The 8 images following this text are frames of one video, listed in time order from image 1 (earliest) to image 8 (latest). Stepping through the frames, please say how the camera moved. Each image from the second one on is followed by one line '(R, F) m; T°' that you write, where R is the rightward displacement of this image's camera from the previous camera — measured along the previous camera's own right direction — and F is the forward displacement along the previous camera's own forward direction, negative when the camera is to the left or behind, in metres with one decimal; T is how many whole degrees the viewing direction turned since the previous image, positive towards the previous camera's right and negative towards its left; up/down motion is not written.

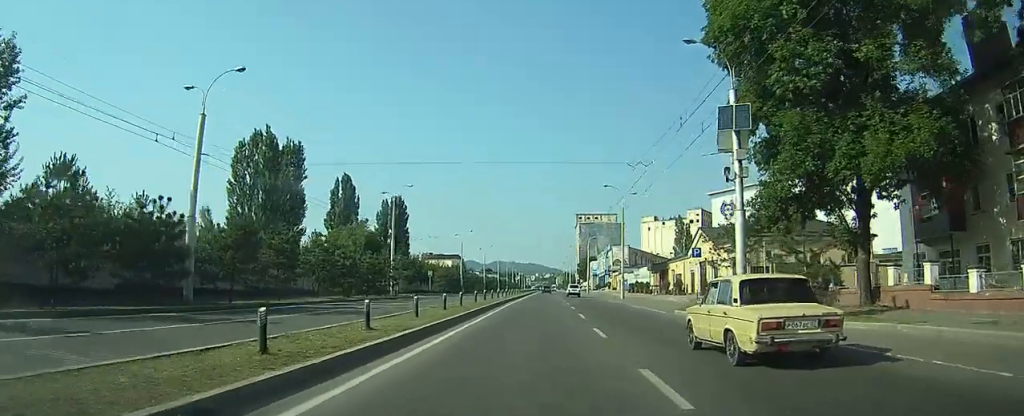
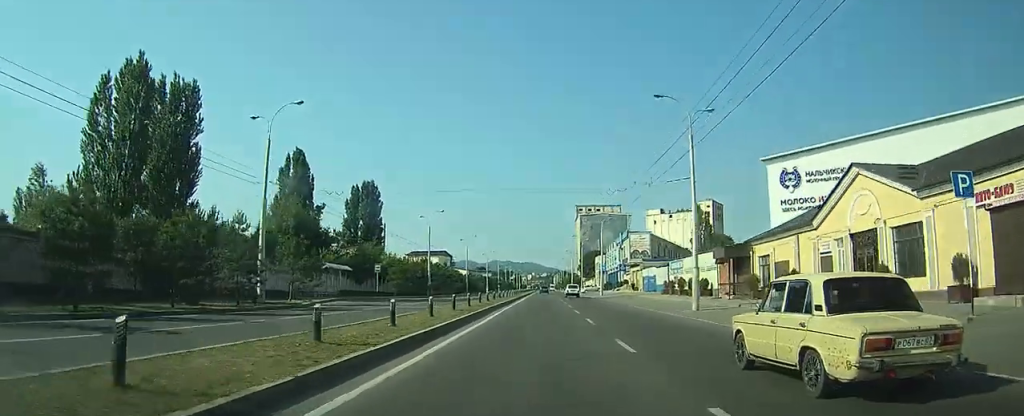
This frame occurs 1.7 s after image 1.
(+0.2, +28.8) m; +1°
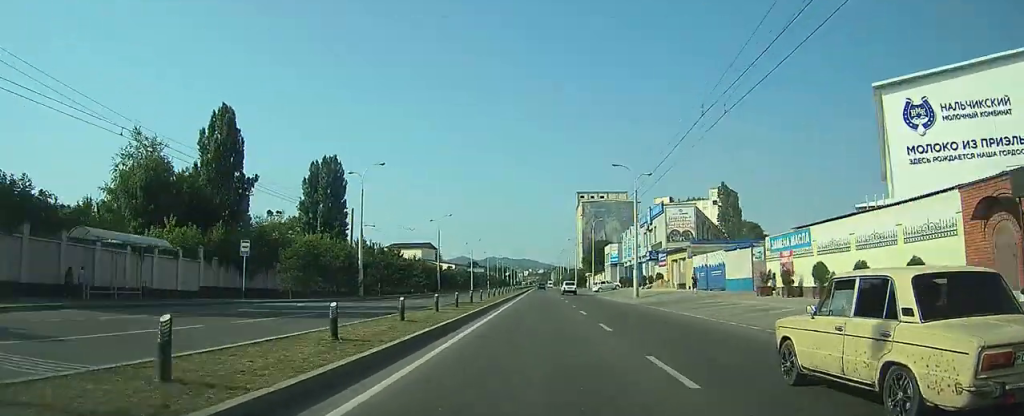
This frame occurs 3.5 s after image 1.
(+0.1, +29.7) m; 0°
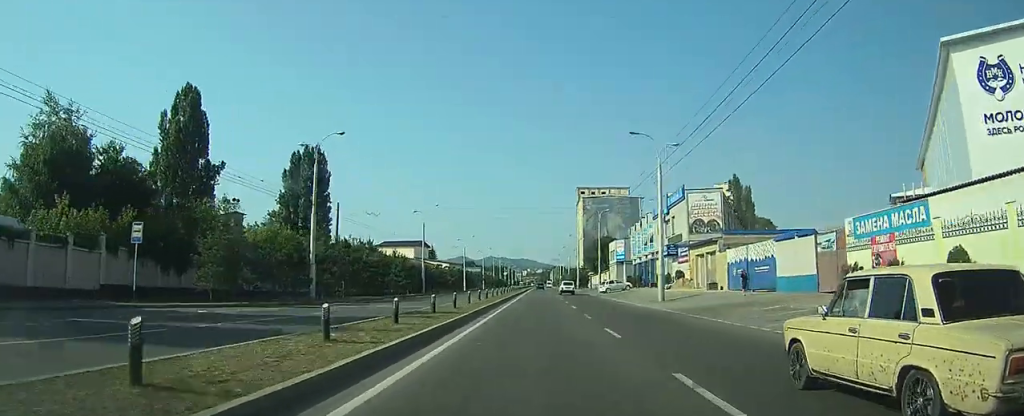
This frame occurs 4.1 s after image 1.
(0.0, +10.6) m; 0°
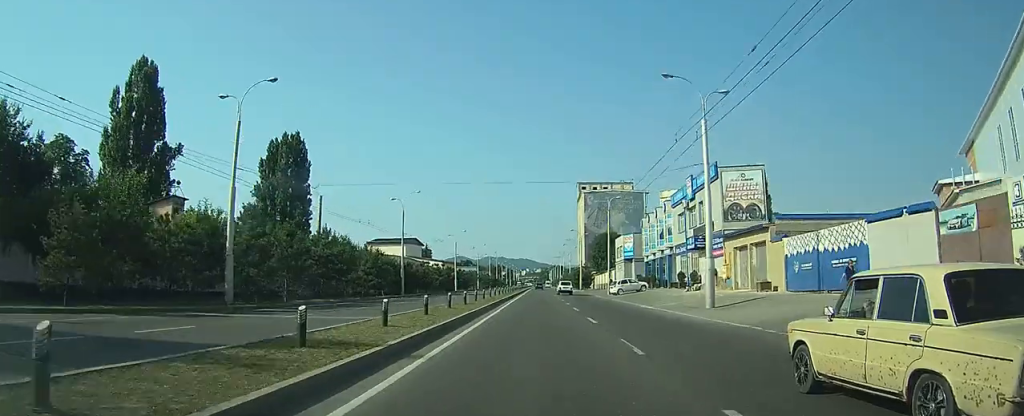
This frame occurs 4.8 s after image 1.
(0.0, +11.2) m; 0°
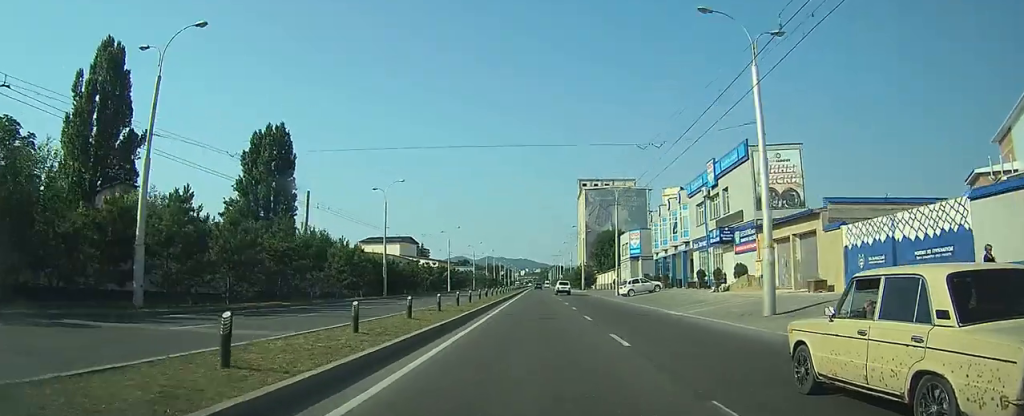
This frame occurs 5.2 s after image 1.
(0.0, +7.2) m; 0°
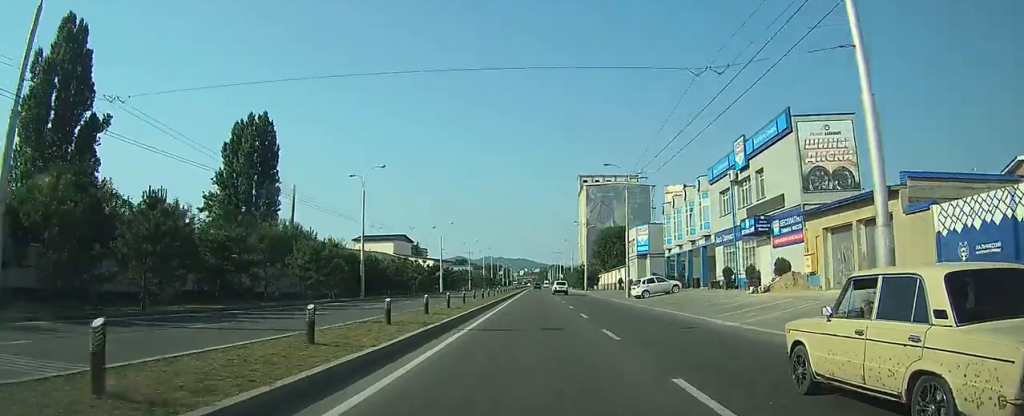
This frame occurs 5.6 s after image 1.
(0.0, +7.2) m; 0°
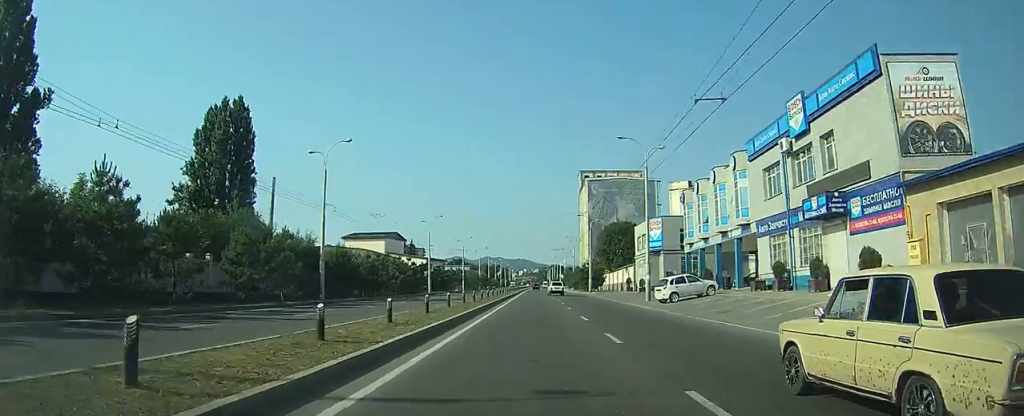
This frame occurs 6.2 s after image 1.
(+0.1, +9.5) m; 0°
